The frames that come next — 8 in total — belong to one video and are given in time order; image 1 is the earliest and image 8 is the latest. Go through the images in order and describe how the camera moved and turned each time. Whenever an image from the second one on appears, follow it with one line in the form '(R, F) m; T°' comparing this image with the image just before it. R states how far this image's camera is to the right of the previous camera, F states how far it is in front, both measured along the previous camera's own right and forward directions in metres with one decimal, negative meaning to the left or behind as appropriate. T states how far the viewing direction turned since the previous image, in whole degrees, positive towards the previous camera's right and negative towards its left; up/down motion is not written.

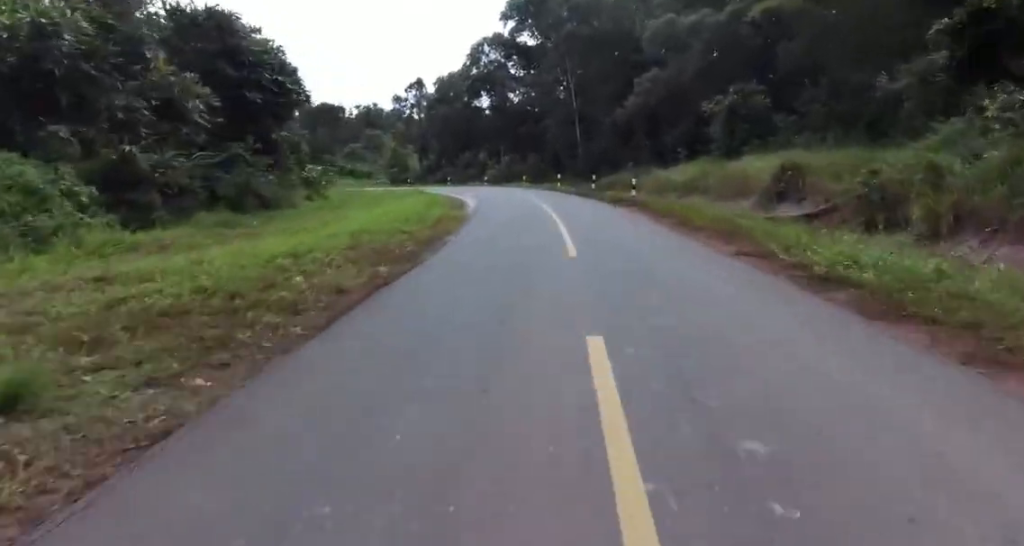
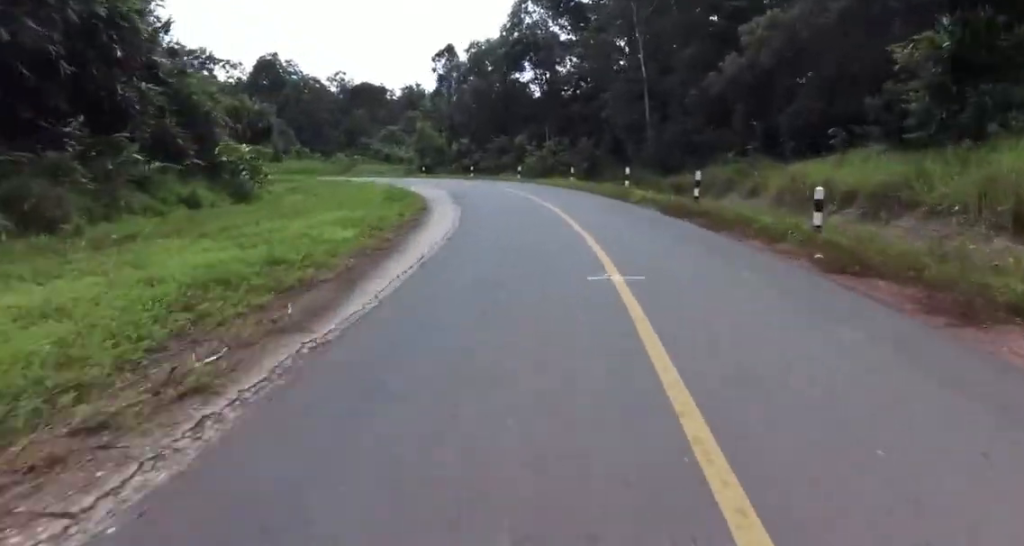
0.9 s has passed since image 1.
(-0.9, +17.2) m; -4°
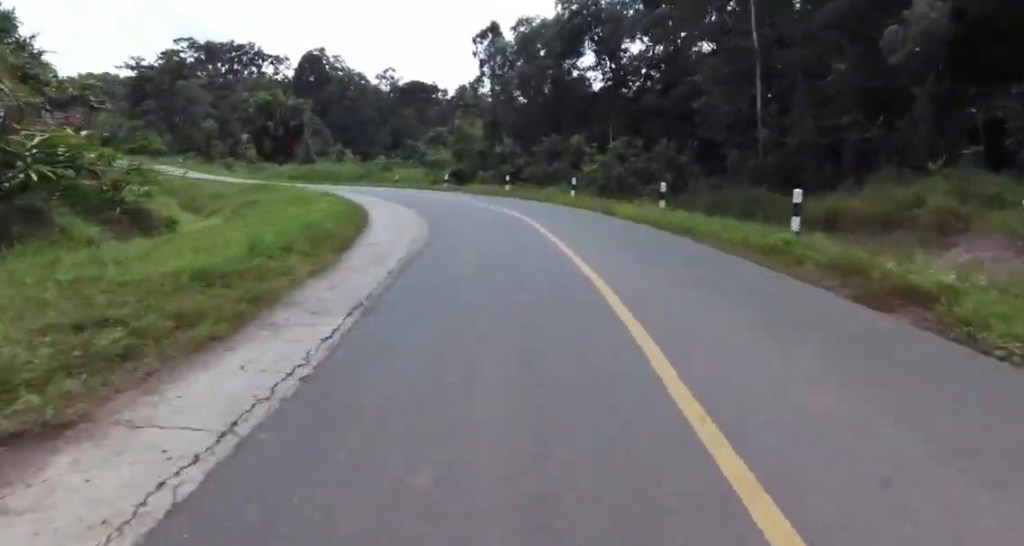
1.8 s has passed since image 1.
(-0.1, +15.3) m; -6°
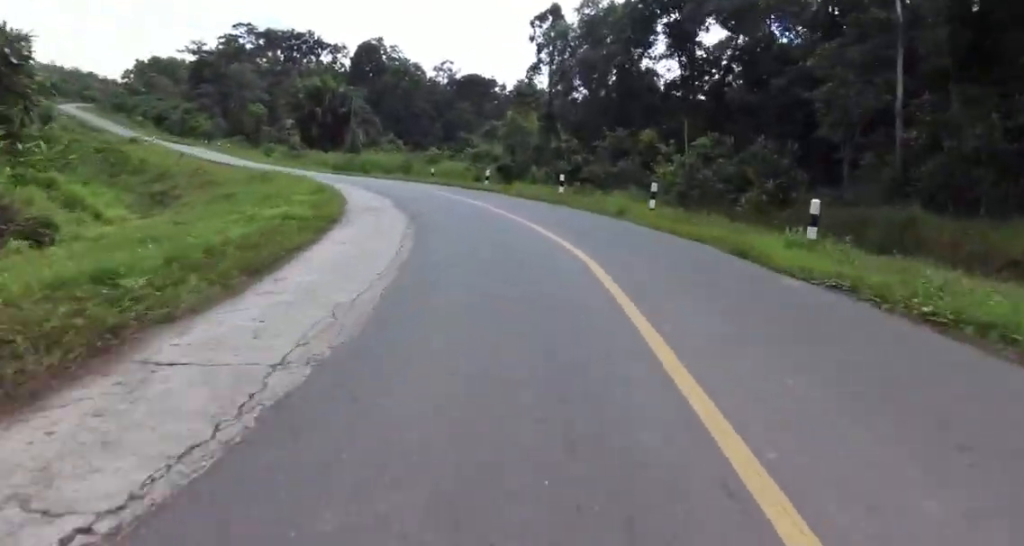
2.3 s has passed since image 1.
(-0.7, +8.6) m; -7°
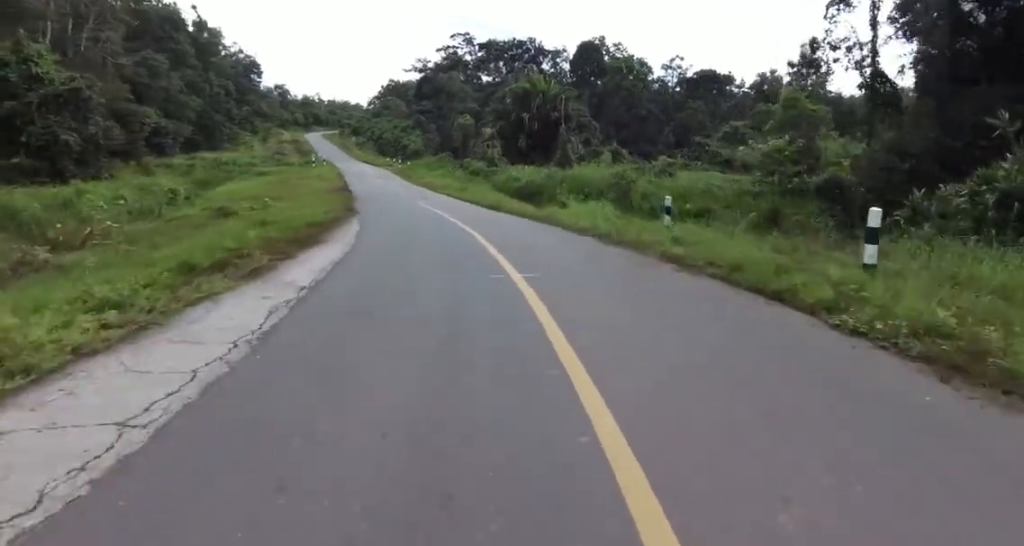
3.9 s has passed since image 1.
(-3.5, +24.9) m; -14°
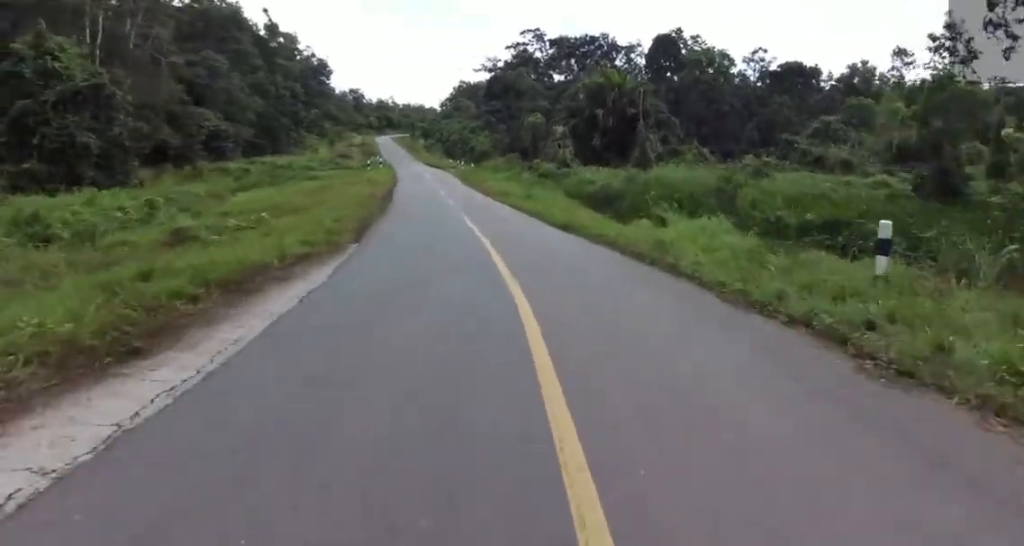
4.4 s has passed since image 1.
(+0.3, +7.8) m; -5°
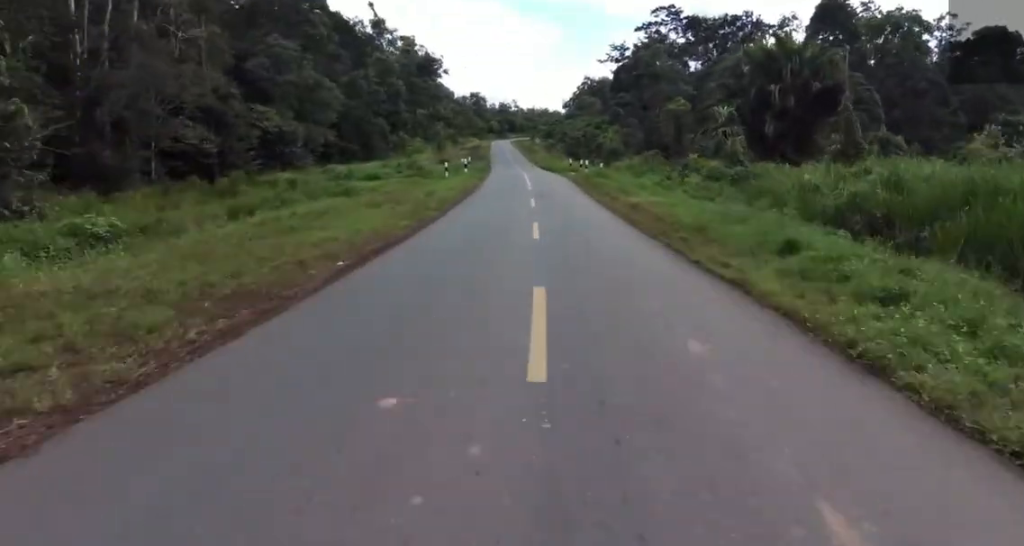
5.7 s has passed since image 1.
(-3.2, +20.8) m; -12°
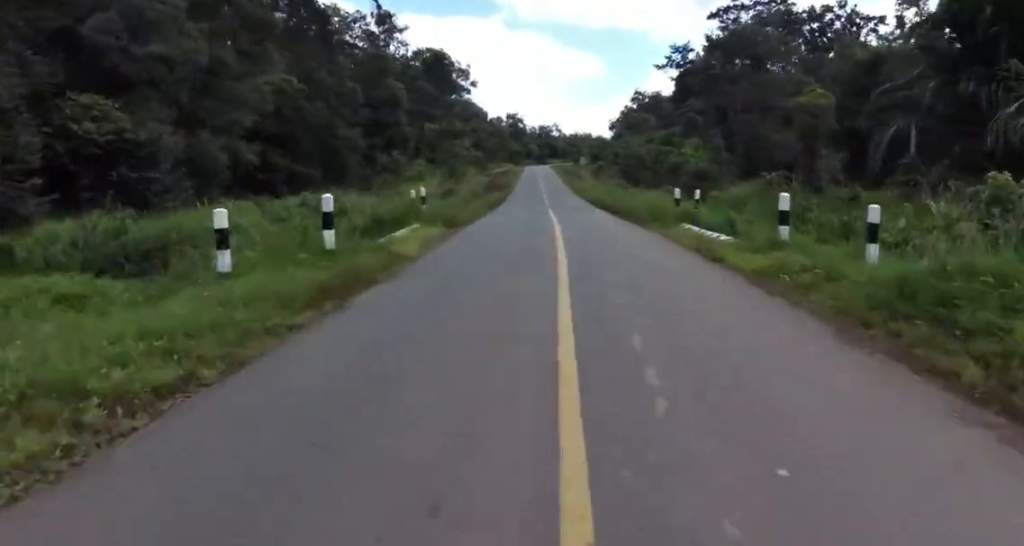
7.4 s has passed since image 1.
(-1.4, +31.1) m; -3°
